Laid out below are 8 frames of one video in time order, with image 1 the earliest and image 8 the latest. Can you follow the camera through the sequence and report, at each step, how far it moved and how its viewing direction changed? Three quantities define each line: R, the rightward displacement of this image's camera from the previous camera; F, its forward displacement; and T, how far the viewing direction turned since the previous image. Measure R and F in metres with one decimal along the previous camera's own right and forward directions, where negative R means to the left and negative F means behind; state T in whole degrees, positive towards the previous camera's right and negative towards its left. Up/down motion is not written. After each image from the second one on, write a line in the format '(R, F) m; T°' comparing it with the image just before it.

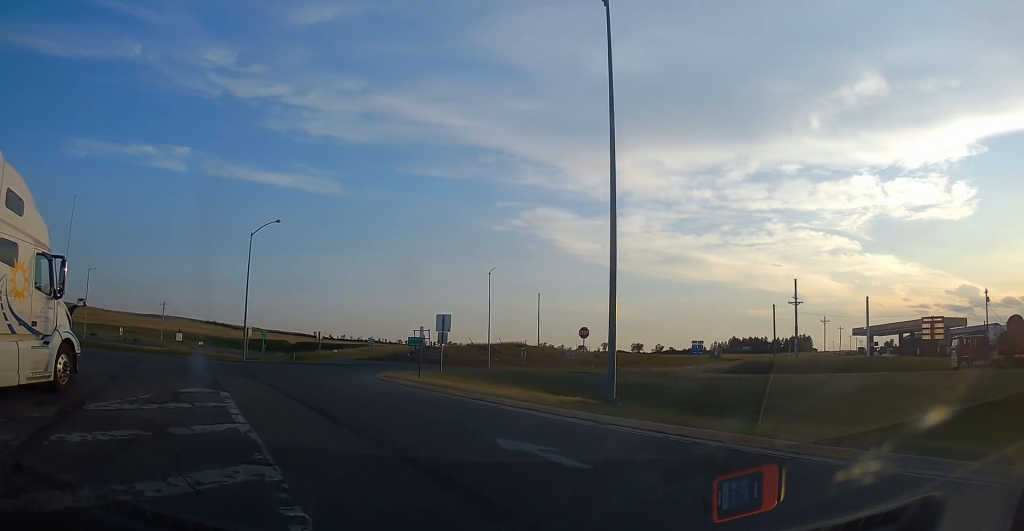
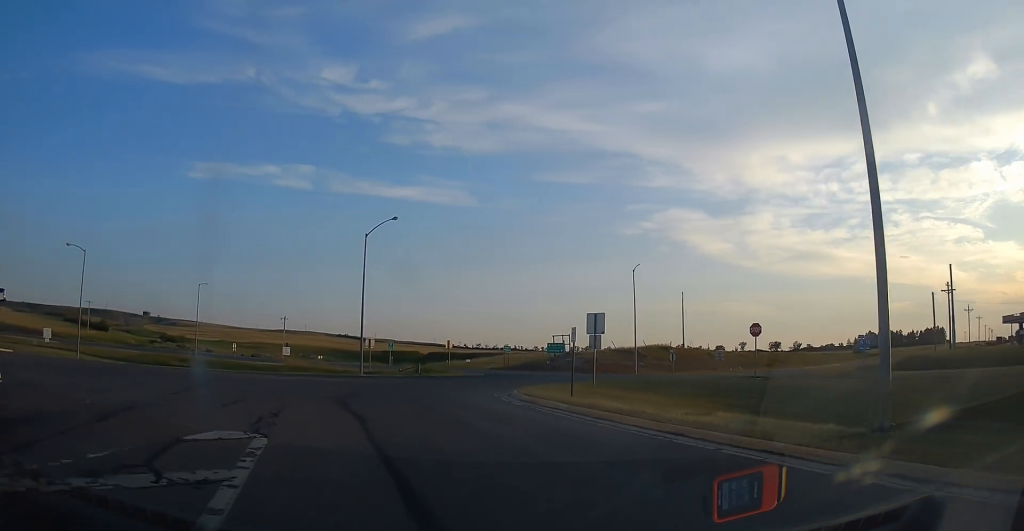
(-0.8, +7.2) m; -11°
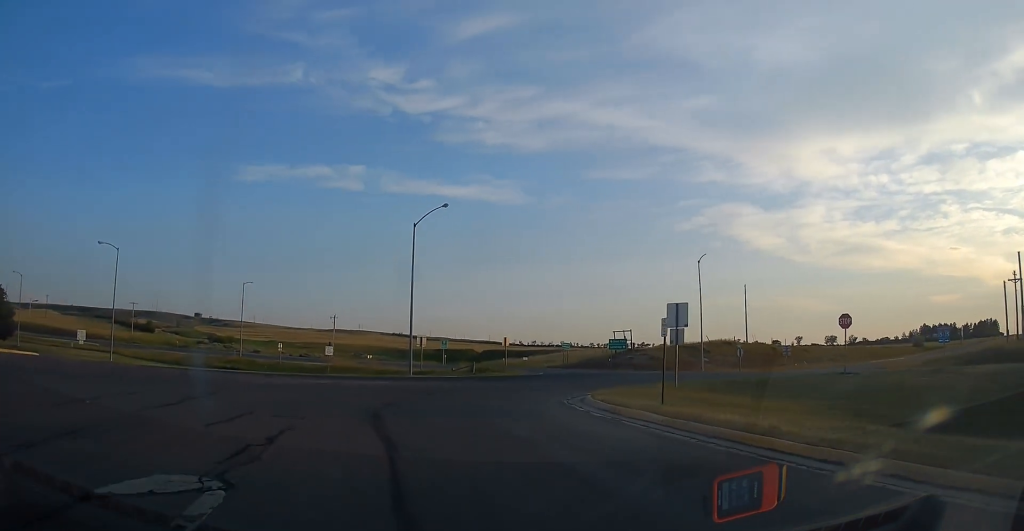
(-0.3, +4.3) m; -5°
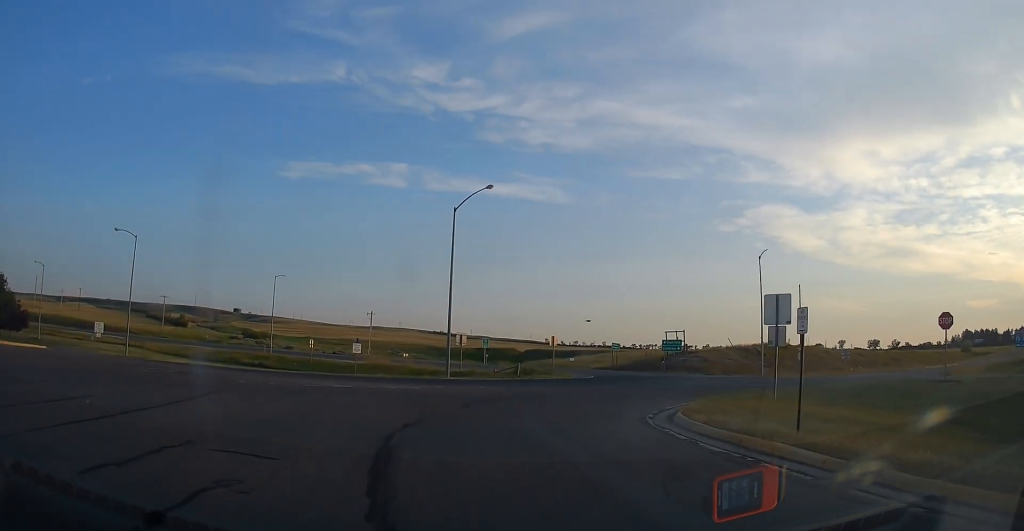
(-0.3, +5.6) m; -6°
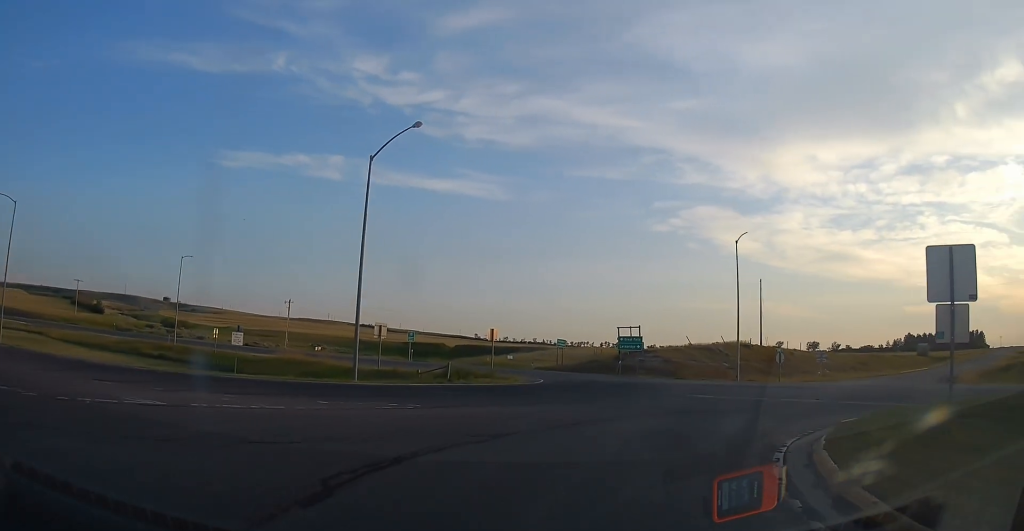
(-0.6, +11.9) m; +1°
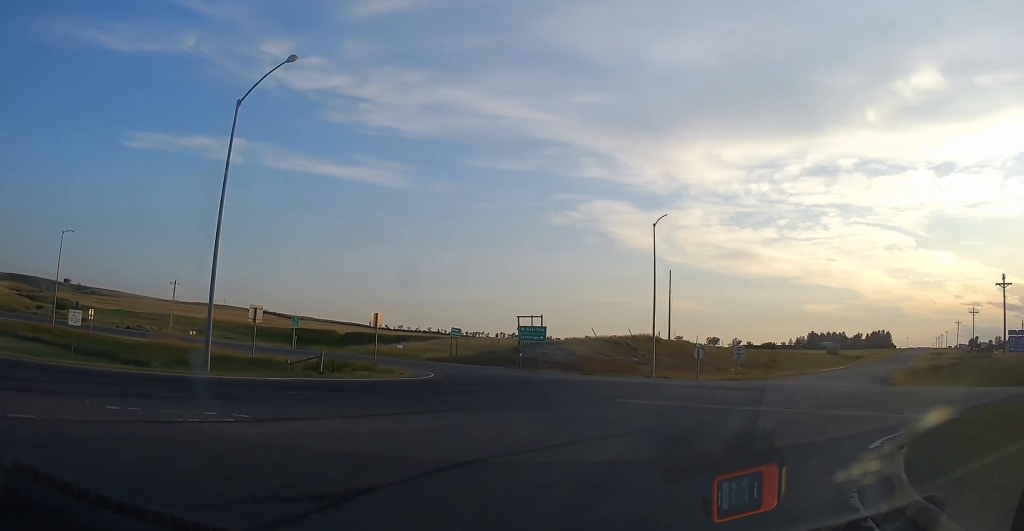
(+0.5, +6.1) m; +11°
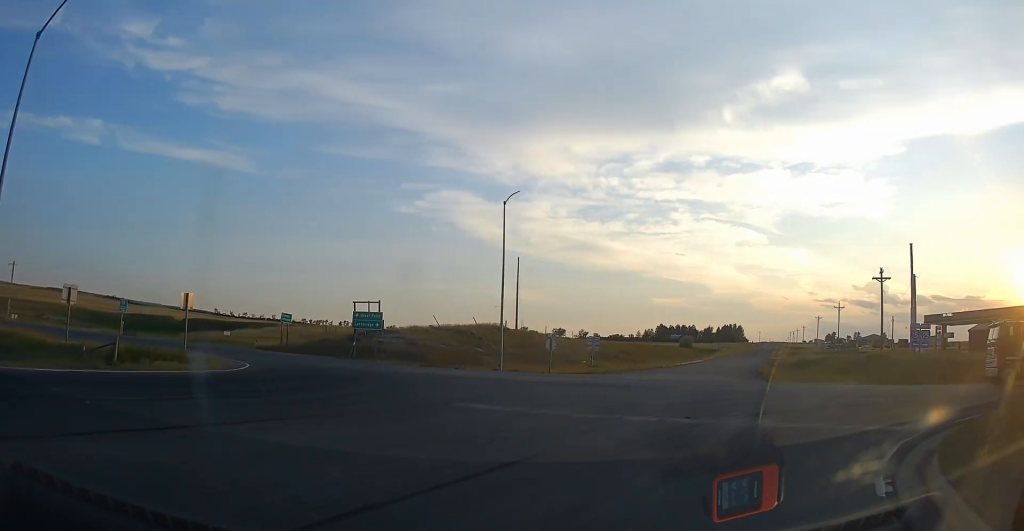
(+0.5, +5.1) m; +9°
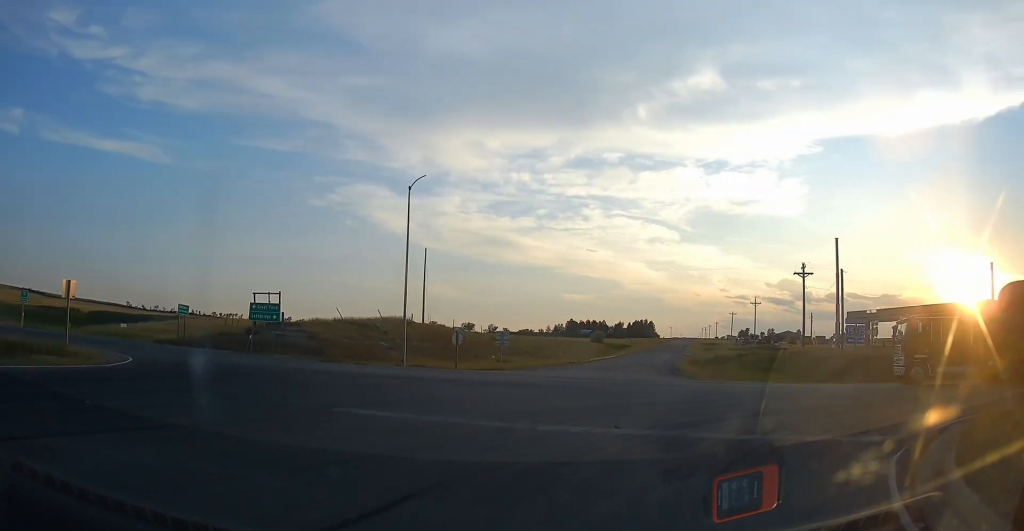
(+0.1, +2.8) m; +5°
